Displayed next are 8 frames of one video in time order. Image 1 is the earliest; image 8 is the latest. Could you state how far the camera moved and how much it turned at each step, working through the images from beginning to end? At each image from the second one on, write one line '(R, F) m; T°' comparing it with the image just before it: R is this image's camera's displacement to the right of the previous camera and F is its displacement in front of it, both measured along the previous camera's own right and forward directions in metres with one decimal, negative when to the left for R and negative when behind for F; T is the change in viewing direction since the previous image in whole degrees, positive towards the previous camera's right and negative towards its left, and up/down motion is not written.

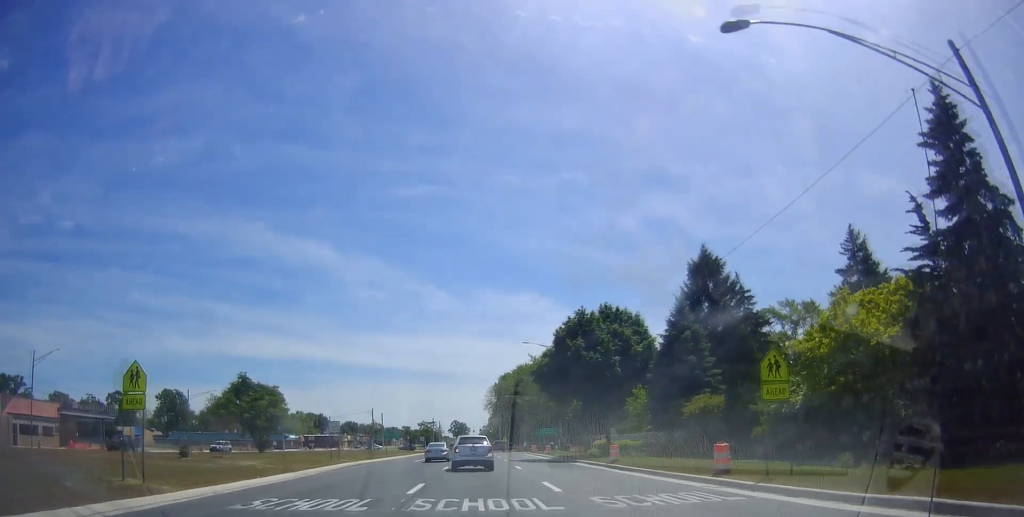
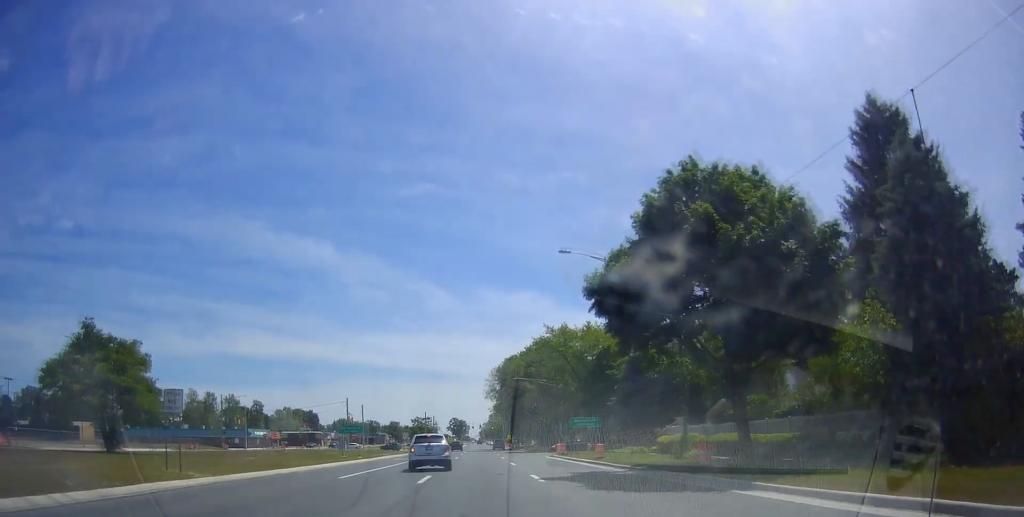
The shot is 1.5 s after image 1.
(0.0, +25.6) m; 0°
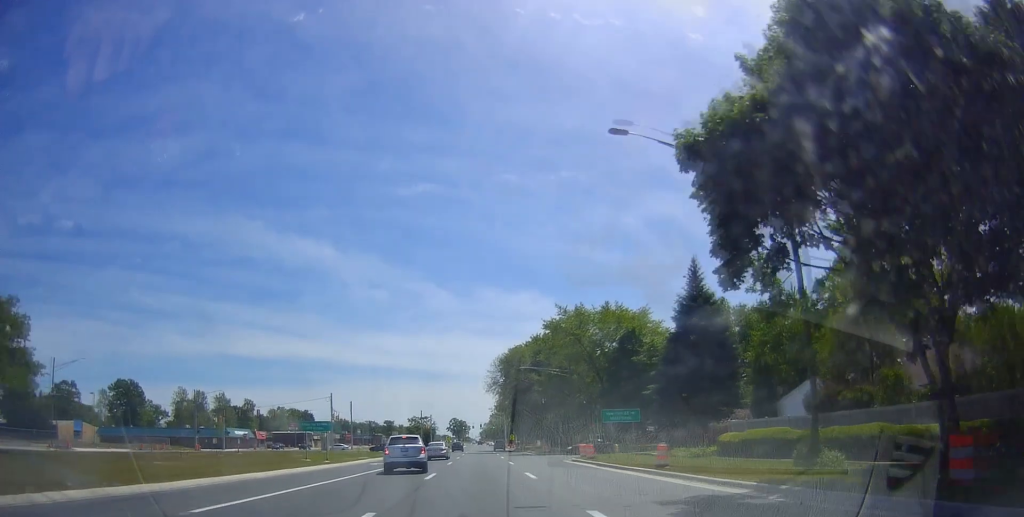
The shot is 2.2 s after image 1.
(0.0, +12.0) m; -1°
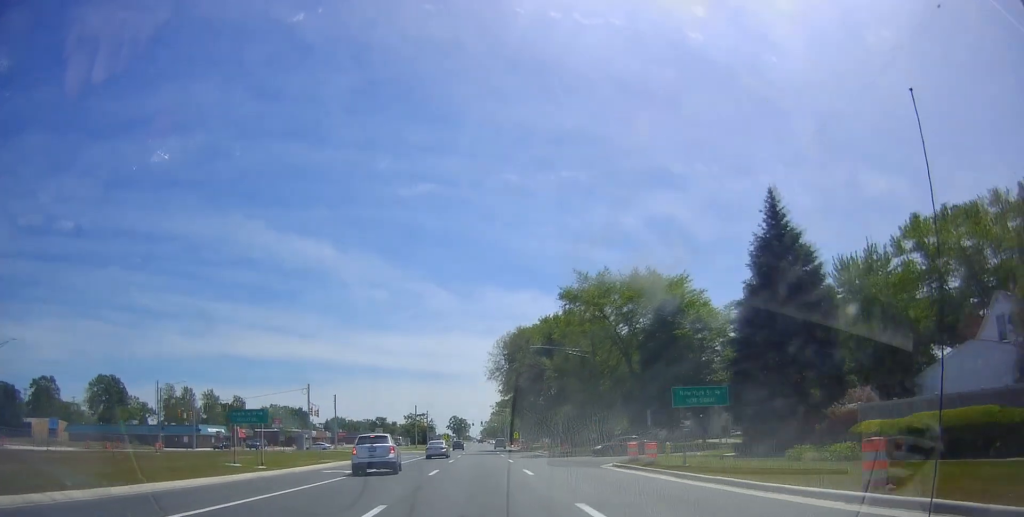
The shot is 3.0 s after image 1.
(-0.2, +13.4) m; 0°
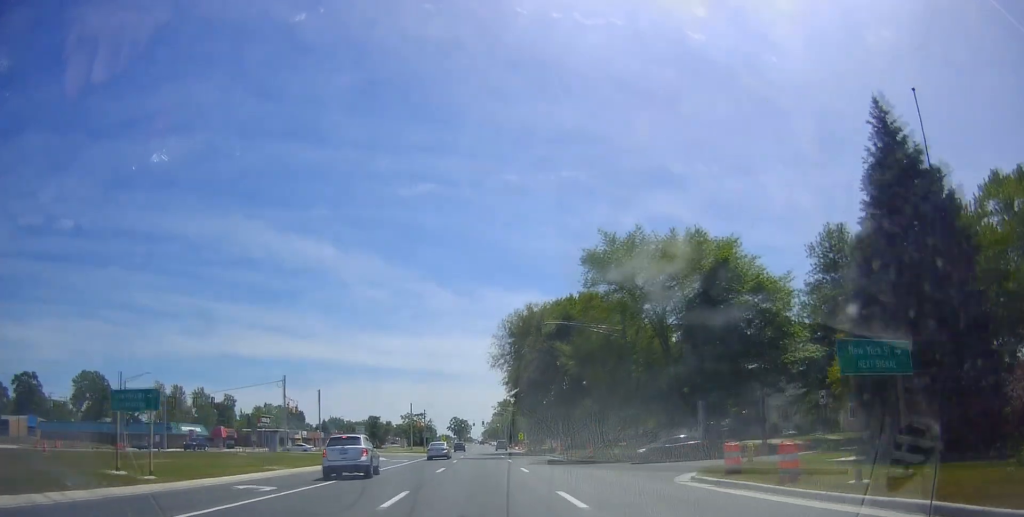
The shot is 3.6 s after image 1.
(-0.2, +11.3) m; 0°
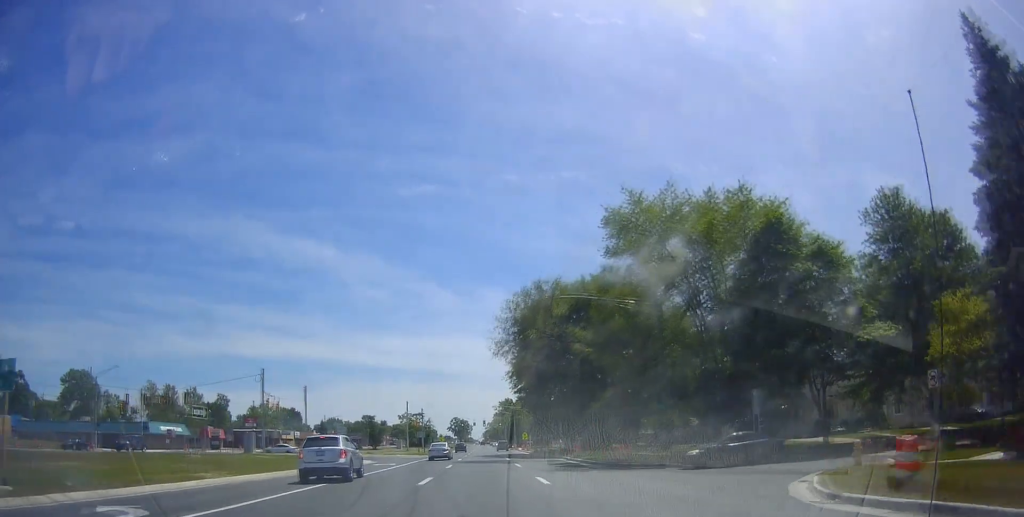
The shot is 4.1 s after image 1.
(+0.2, +7.8) m; +1°
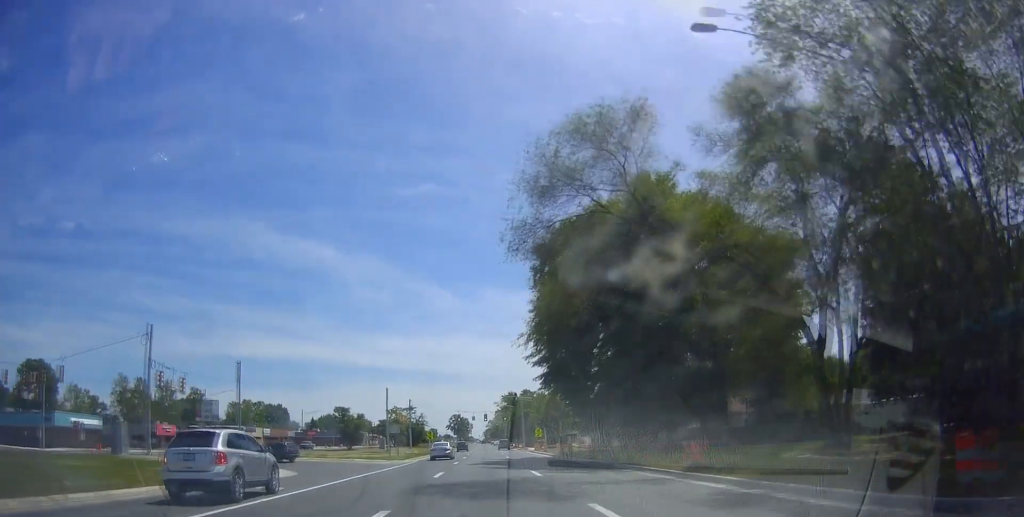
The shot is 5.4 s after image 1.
(+0.3, +24.3) m; -2°
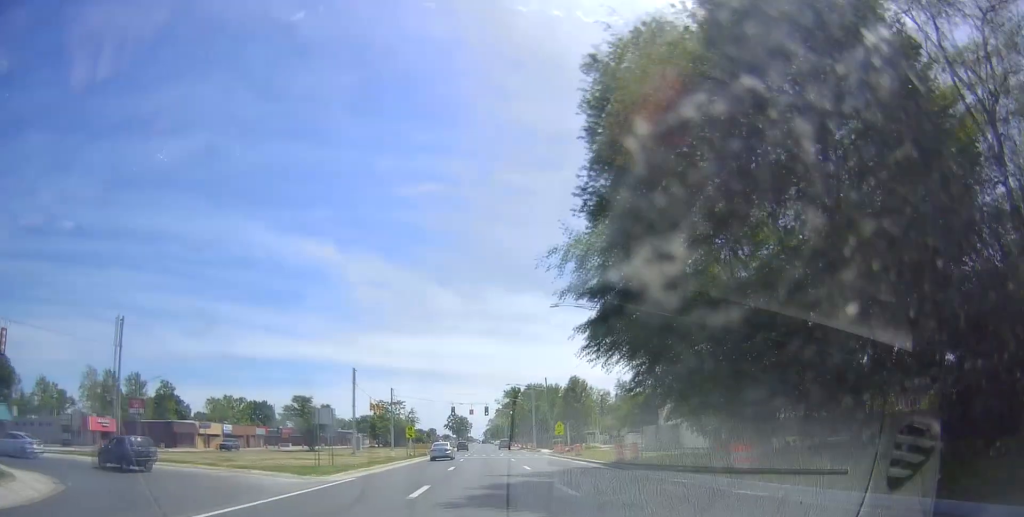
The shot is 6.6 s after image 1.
(-0.8, +22.5) m; 0°
